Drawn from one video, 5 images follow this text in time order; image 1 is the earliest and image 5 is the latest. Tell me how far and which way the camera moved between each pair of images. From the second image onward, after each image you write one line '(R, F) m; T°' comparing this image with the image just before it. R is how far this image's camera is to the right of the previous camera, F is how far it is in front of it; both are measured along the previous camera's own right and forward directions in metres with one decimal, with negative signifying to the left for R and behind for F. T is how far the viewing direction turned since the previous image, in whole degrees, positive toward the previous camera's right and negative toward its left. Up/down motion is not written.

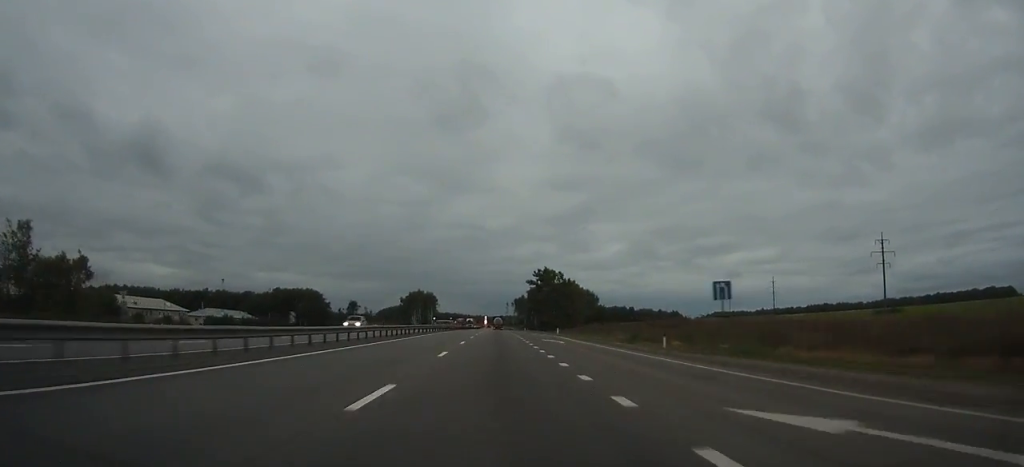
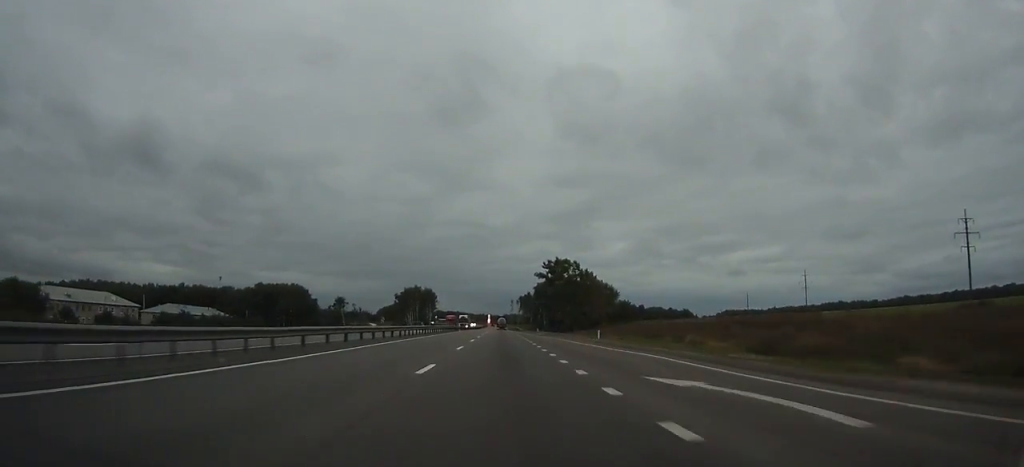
(0.0, +29.8) m; 0°
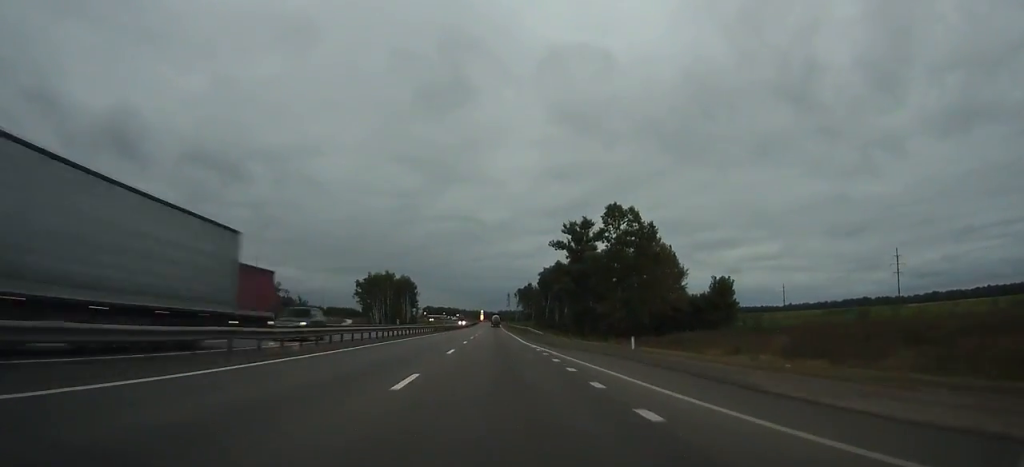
(-0.2, +75.2) m; 0°
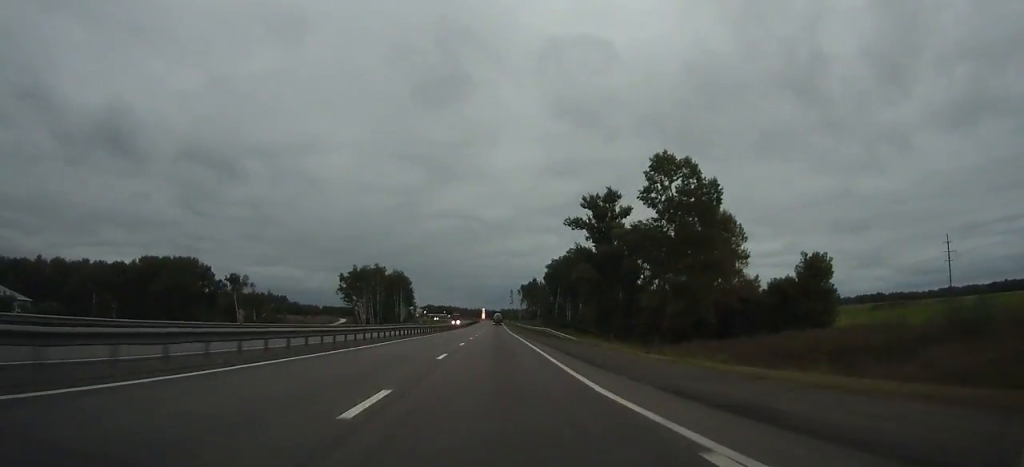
(0.0, +27.0) m; 0°
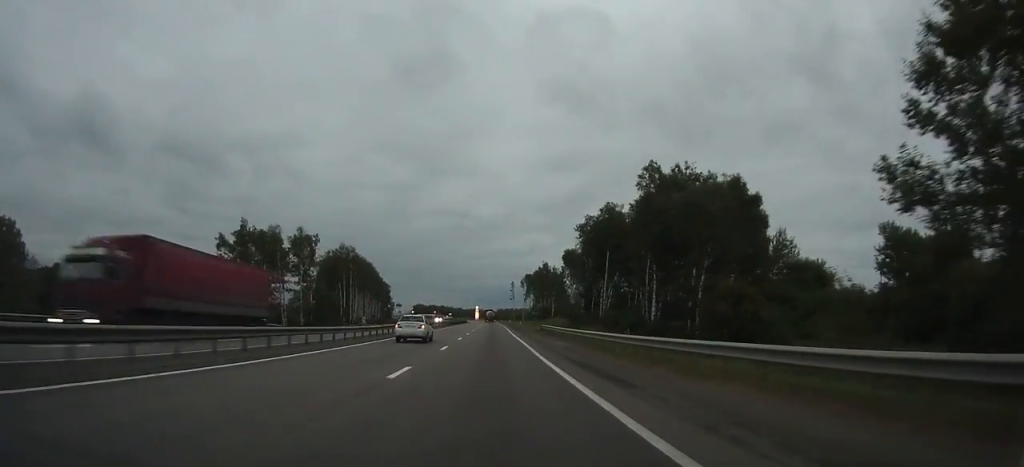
(+0.1, +90.2) m; 0°
